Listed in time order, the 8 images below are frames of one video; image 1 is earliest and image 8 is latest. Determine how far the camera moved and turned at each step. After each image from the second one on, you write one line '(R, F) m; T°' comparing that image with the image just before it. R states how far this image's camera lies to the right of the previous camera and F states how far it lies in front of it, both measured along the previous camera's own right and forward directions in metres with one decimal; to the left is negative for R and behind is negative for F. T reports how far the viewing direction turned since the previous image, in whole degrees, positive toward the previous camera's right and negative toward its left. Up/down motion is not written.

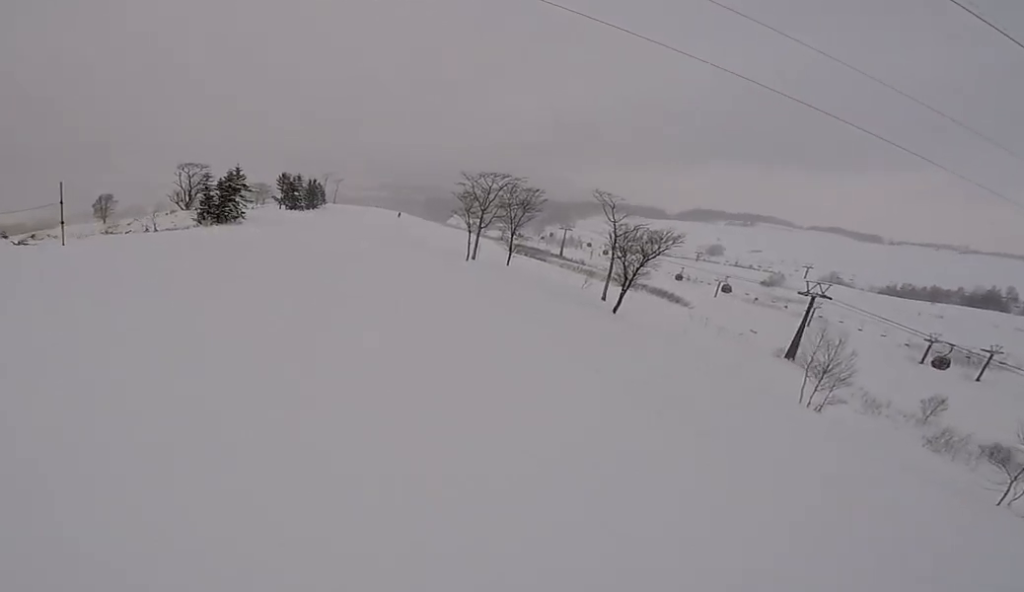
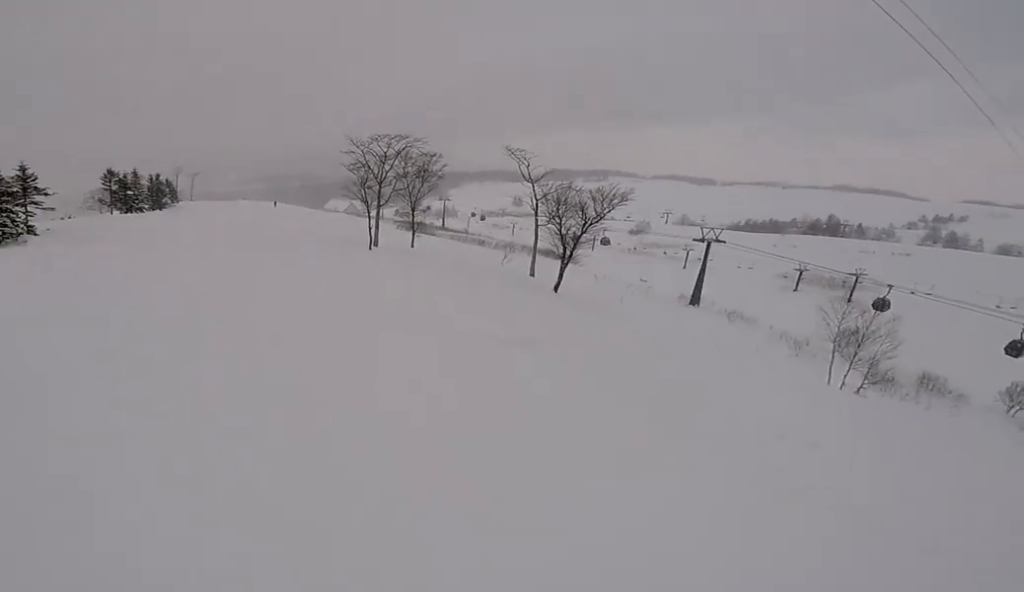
(-0.7, +11.6) m; 0°
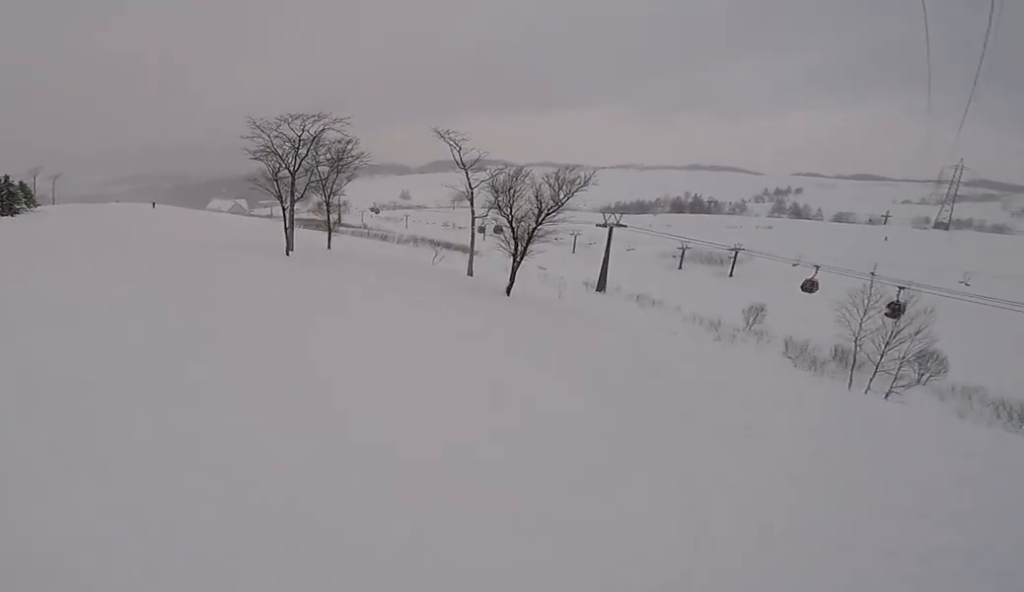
(+0.2, +7.5) m; +3°
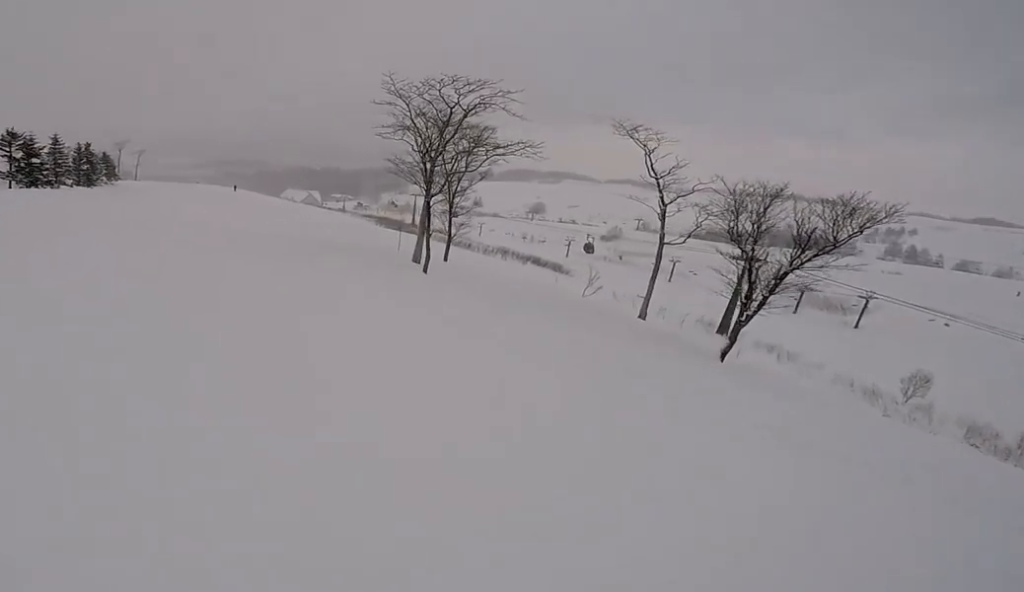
(+0.5, +10.0) m; 0°
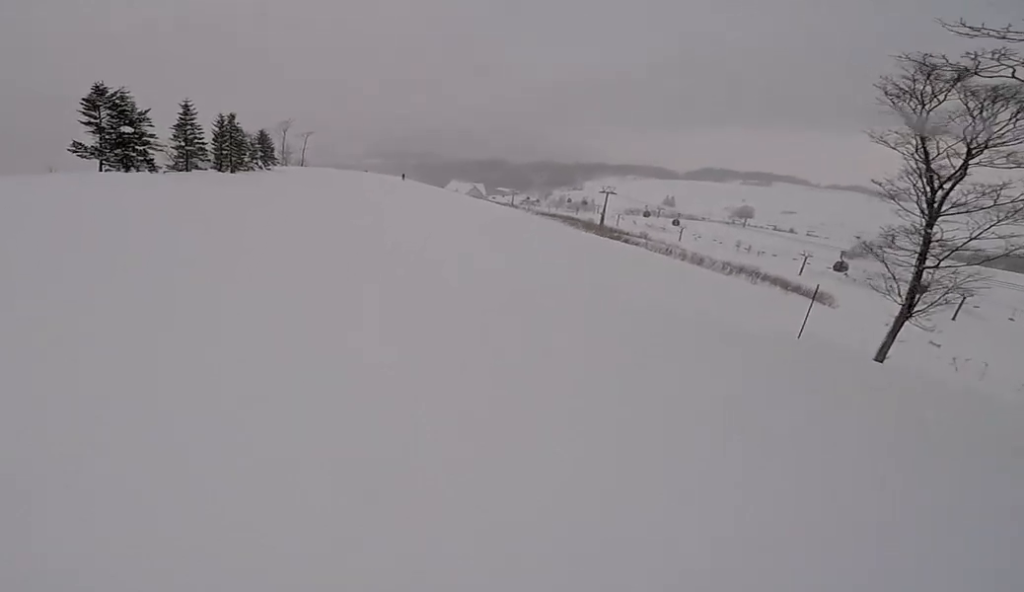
(+0.2, +17.9) m; +5°
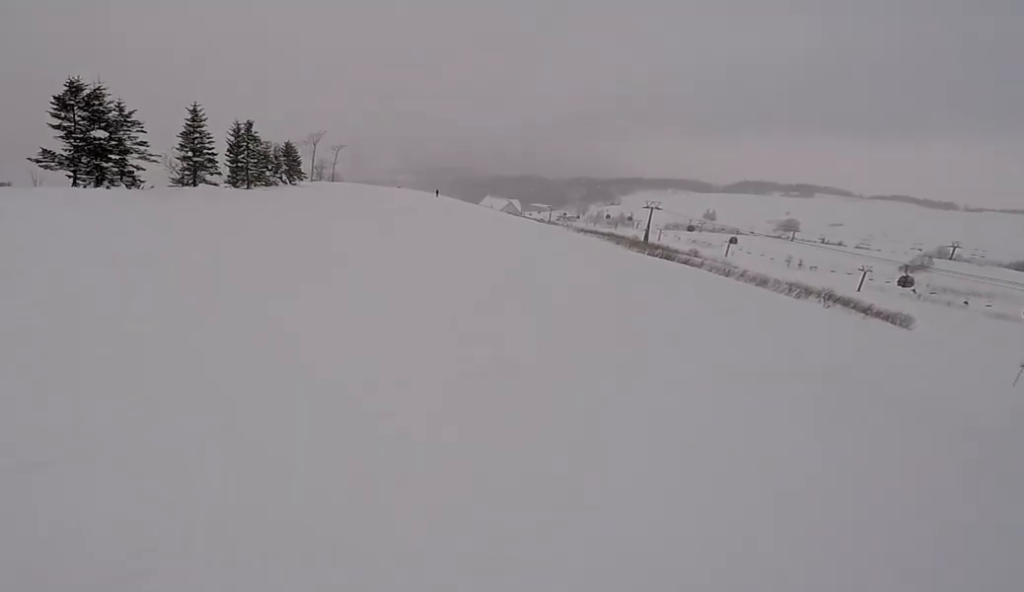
(+0.2, +6.2) m; -5°
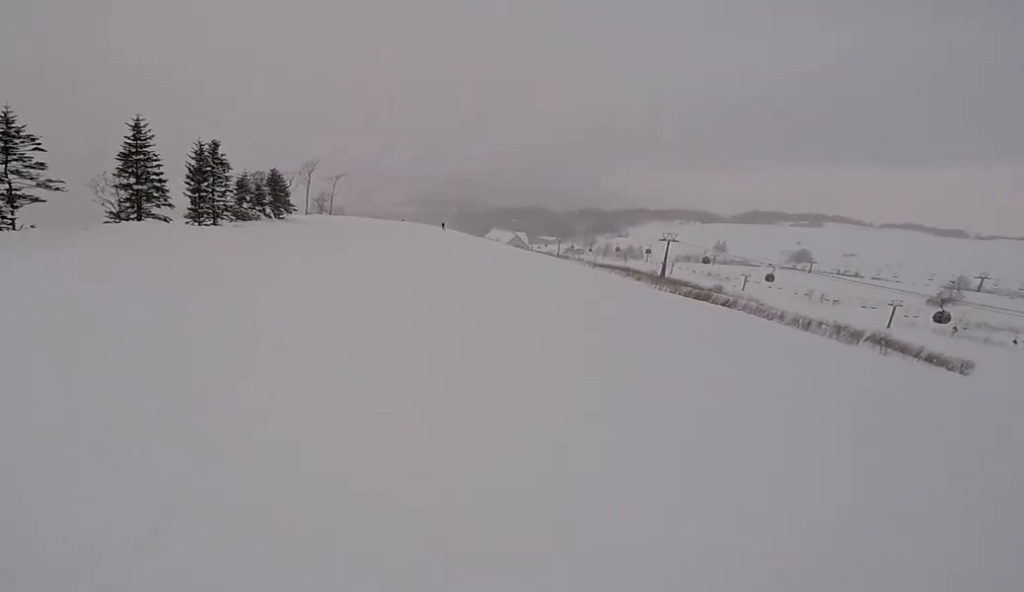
(-0.9, +7.7) m; -1°
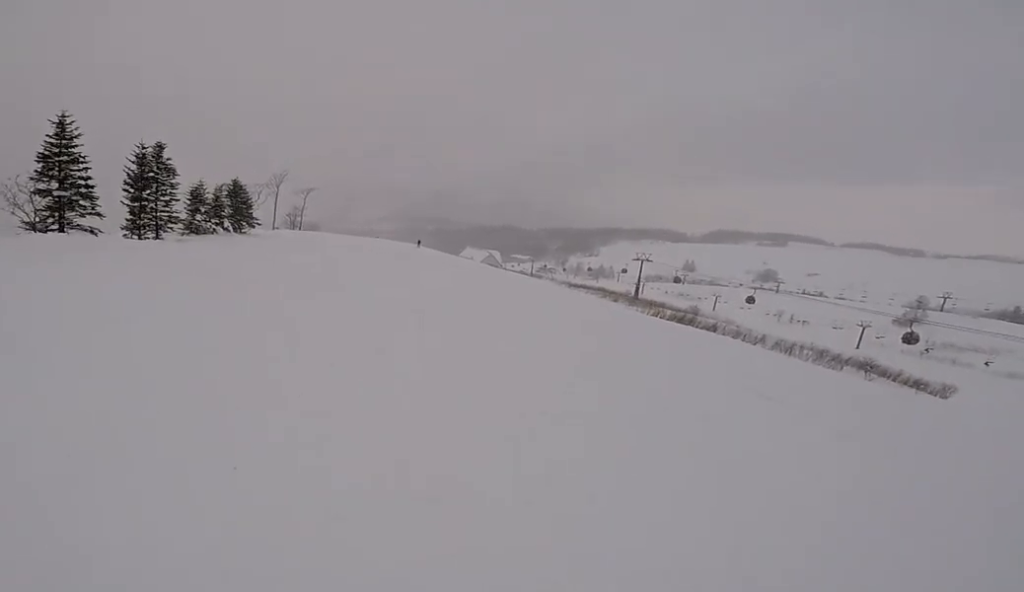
(0.0, +3.8) m; +2°
